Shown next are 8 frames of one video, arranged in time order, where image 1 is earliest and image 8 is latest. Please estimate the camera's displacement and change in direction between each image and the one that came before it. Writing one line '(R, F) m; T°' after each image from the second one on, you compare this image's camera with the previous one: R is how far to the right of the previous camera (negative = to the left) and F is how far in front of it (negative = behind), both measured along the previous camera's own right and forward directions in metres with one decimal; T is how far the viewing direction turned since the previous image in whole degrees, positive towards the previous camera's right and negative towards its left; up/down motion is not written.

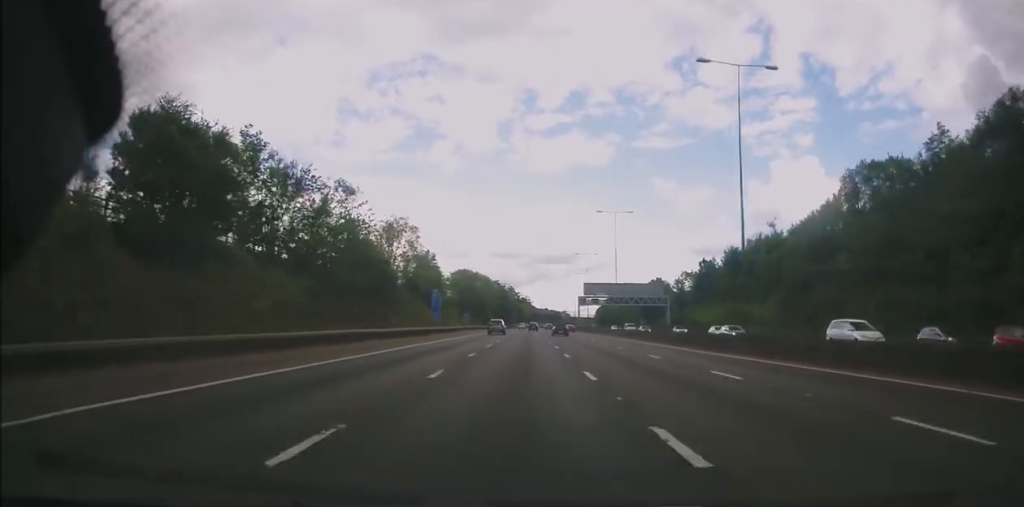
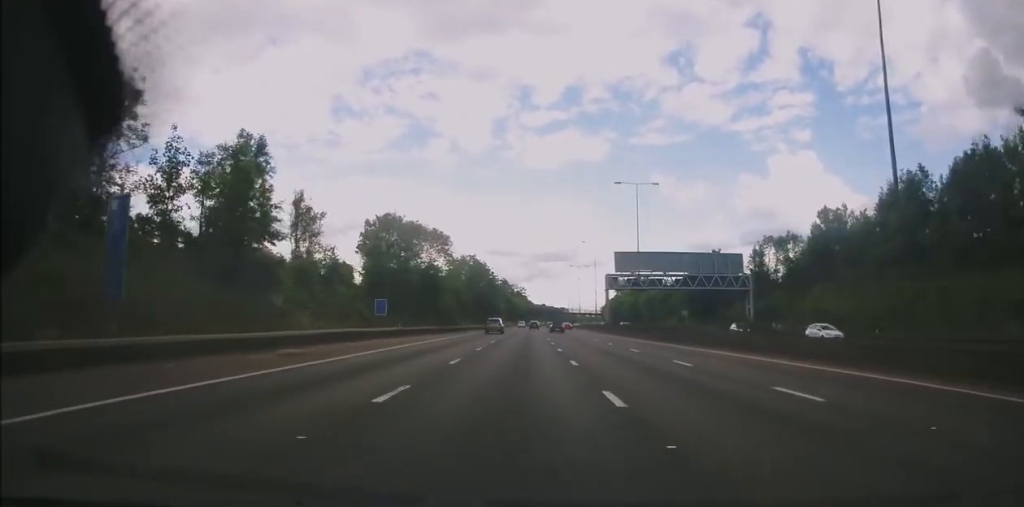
(+0.8, +58.4) m; +1°
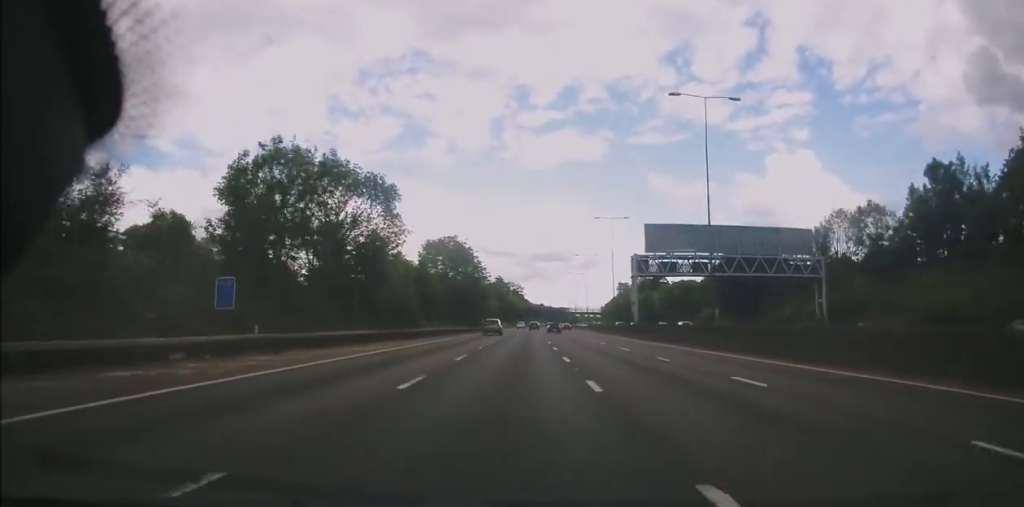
(0.0, +24.3) m; -1°
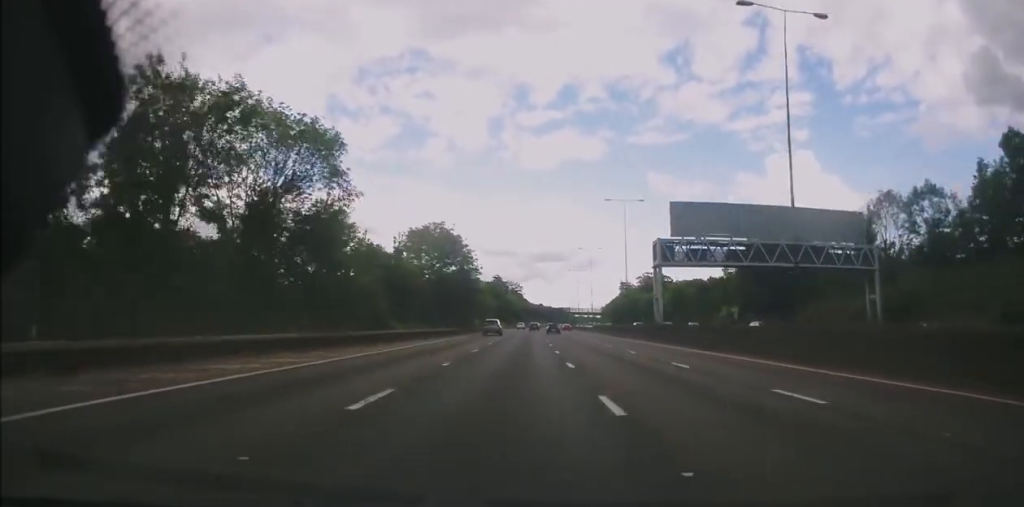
(0.0, +11.7) m; 0°
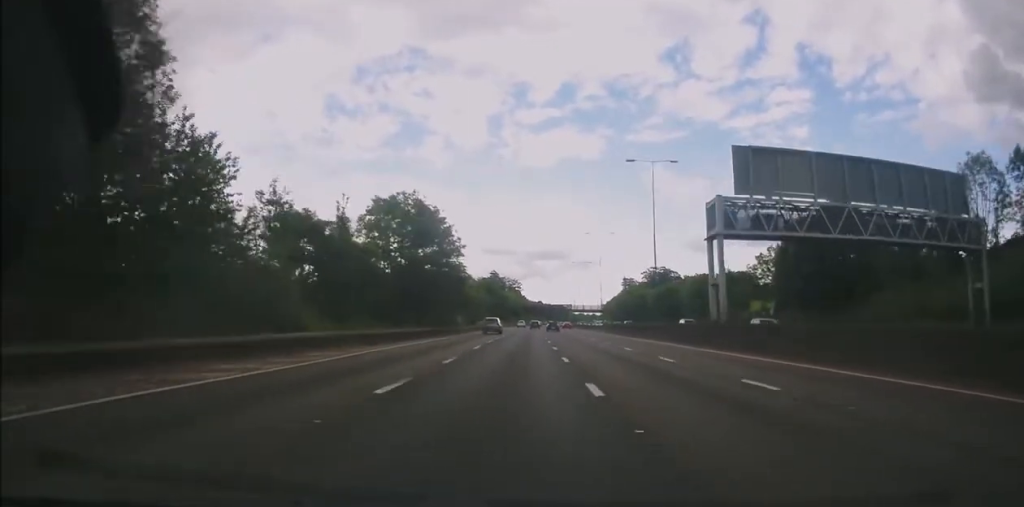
(-0.3, +16.2) m; 0°
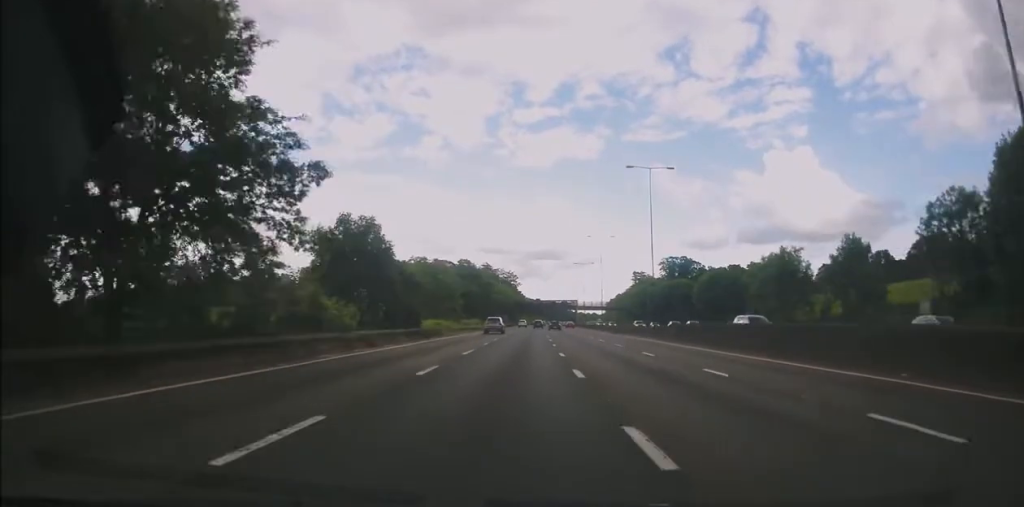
(+0.9, +41.2) m; +2°
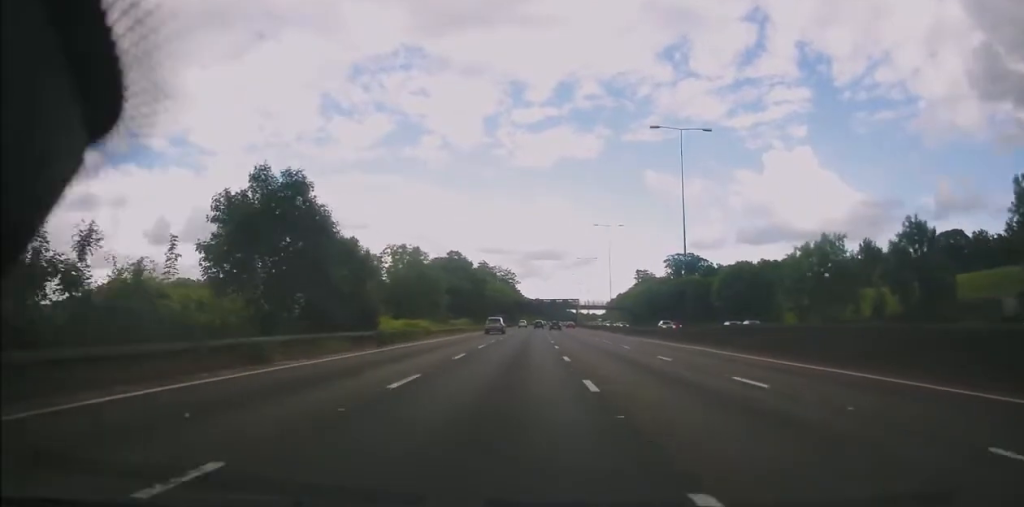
(+0.2, +11.7) m; 0°
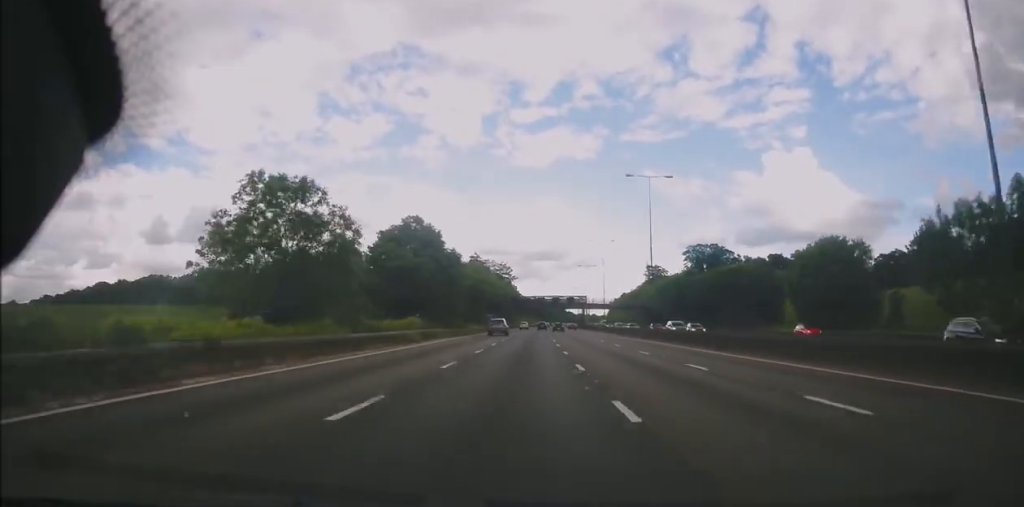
(-0.4, +30.6) m; -1°
